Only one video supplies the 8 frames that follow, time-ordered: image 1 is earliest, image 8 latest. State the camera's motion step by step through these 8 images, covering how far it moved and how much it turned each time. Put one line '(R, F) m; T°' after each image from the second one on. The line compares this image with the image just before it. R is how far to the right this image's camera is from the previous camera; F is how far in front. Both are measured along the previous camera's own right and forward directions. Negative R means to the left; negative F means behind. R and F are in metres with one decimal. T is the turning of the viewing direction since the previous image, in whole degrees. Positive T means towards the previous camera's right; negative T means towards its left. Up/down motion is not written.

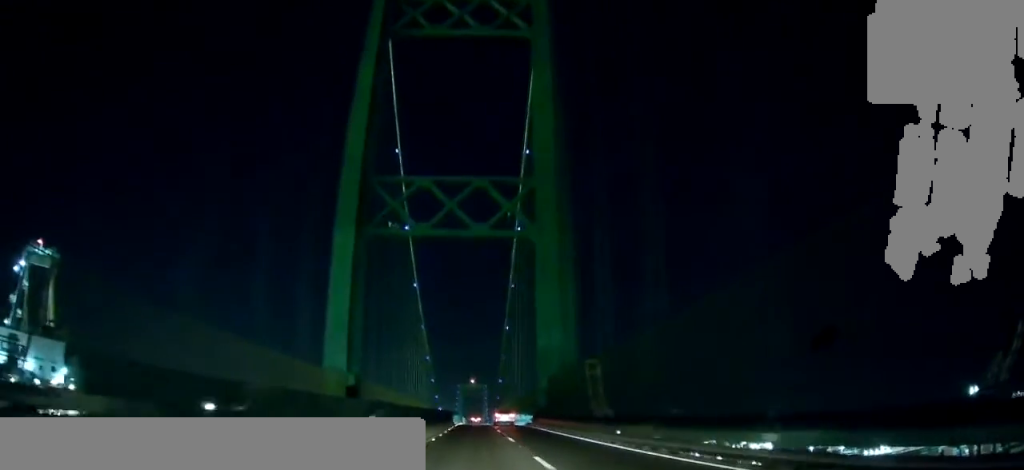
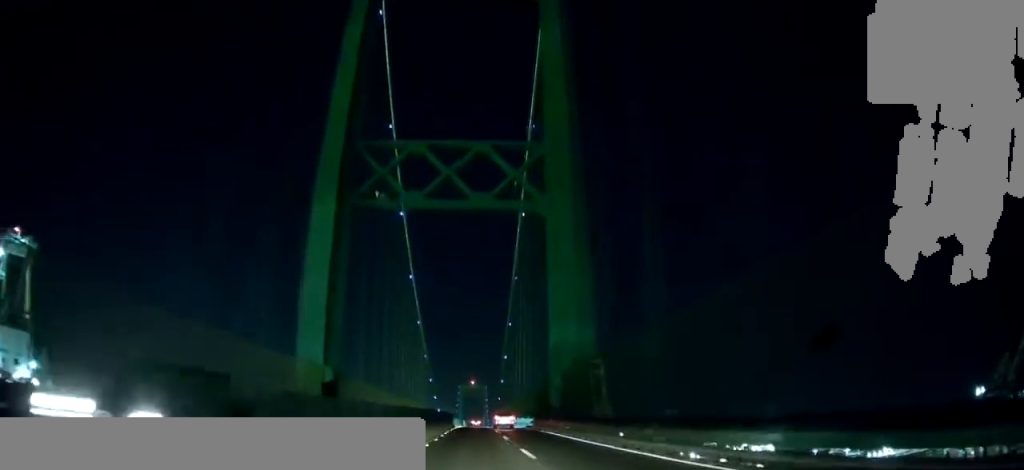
(0.0, +8.7) m; 0°
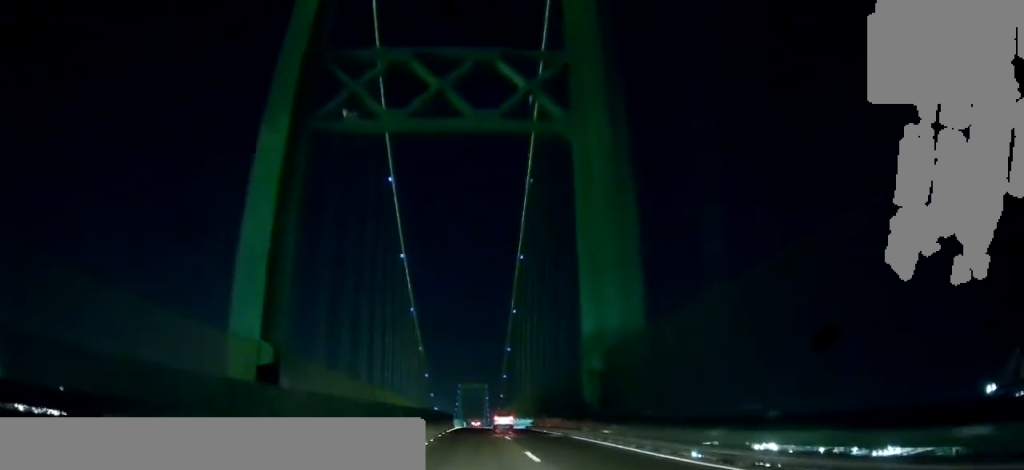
(+0.2, +15.3) m; 0°
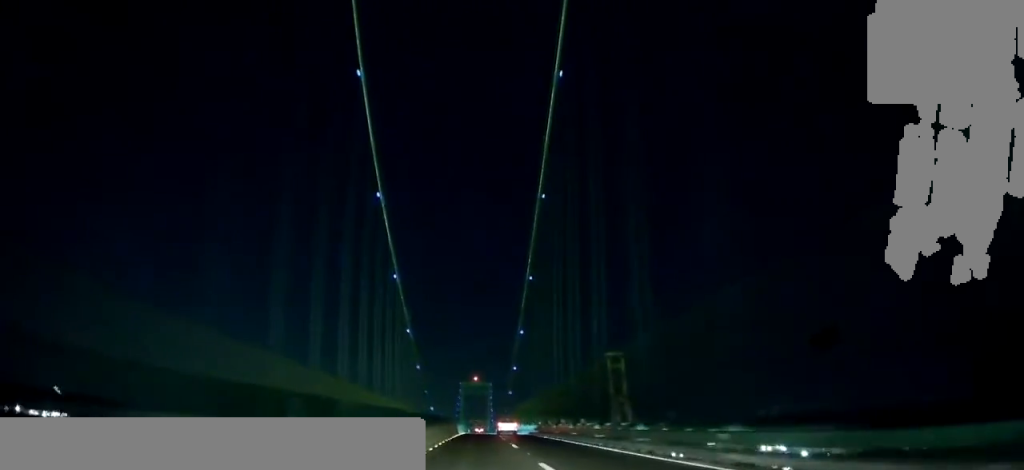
(-0.4, +30.3) m; -1°
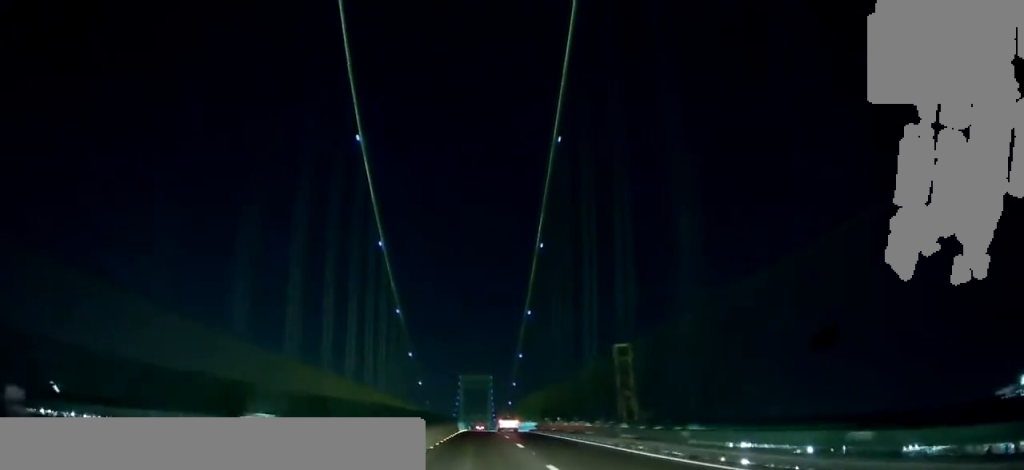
(0.0, +15.7) m; 0°
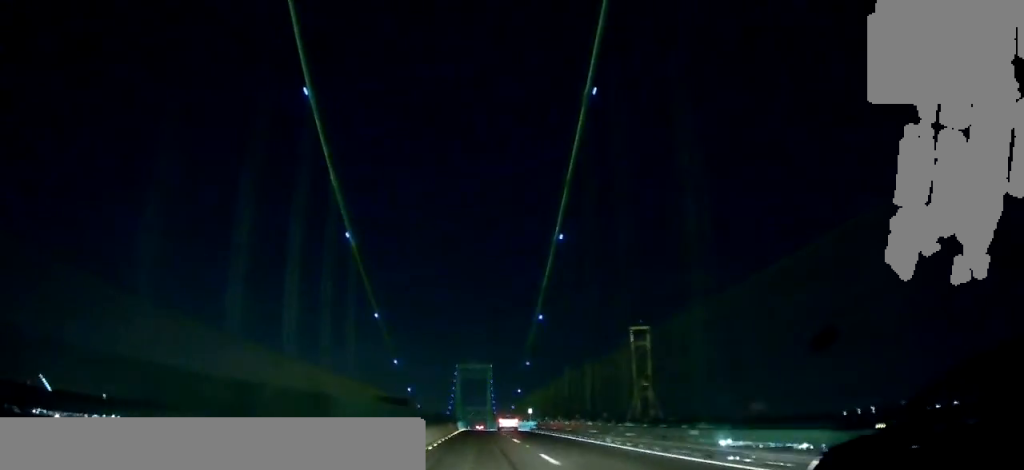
(-0.1, +37.9) m; 0°
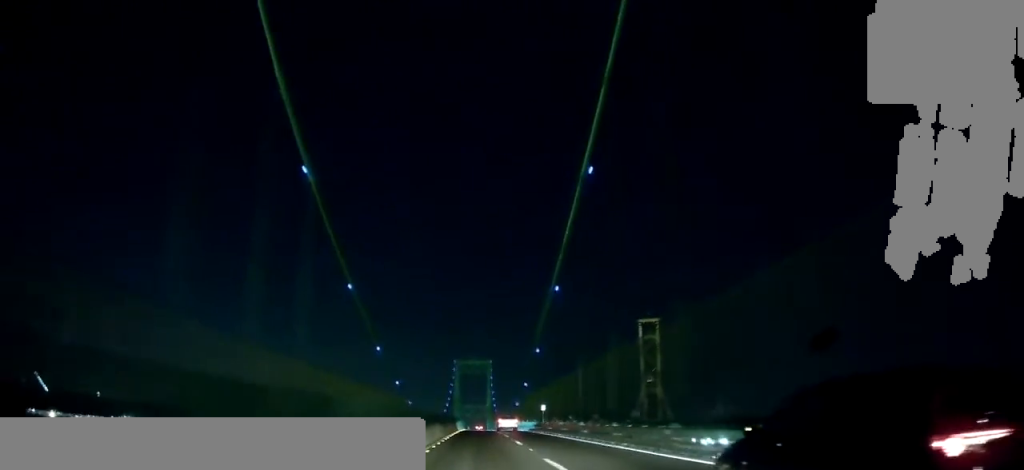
(0.0, +16.6) m; 0°
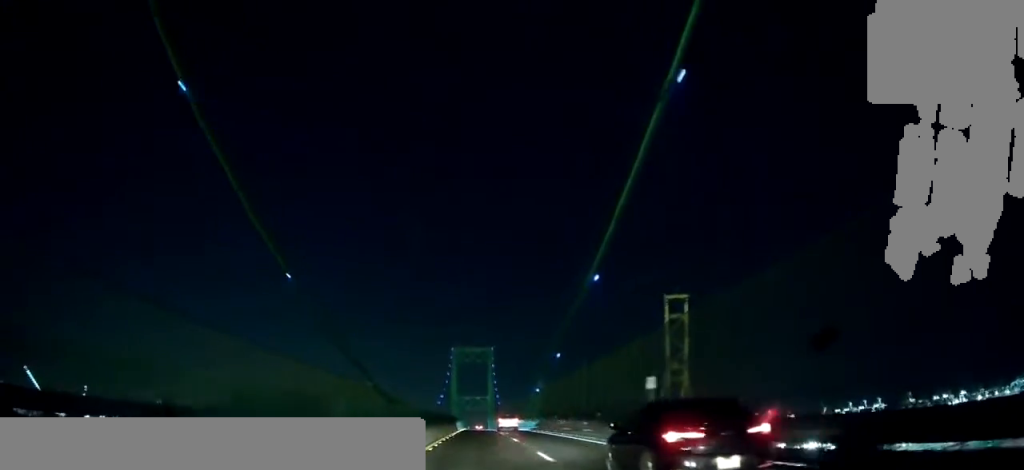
(-0.1, +38.7) m; 0°
